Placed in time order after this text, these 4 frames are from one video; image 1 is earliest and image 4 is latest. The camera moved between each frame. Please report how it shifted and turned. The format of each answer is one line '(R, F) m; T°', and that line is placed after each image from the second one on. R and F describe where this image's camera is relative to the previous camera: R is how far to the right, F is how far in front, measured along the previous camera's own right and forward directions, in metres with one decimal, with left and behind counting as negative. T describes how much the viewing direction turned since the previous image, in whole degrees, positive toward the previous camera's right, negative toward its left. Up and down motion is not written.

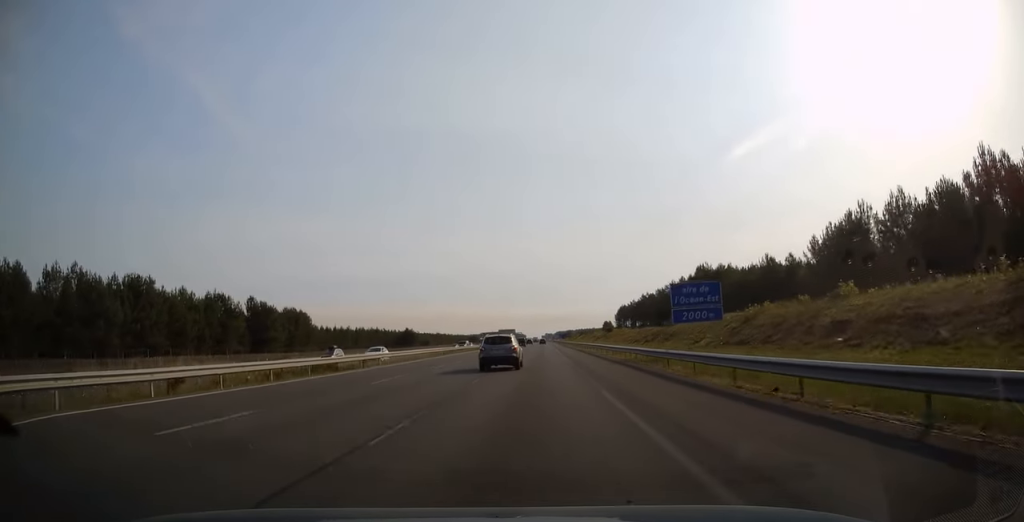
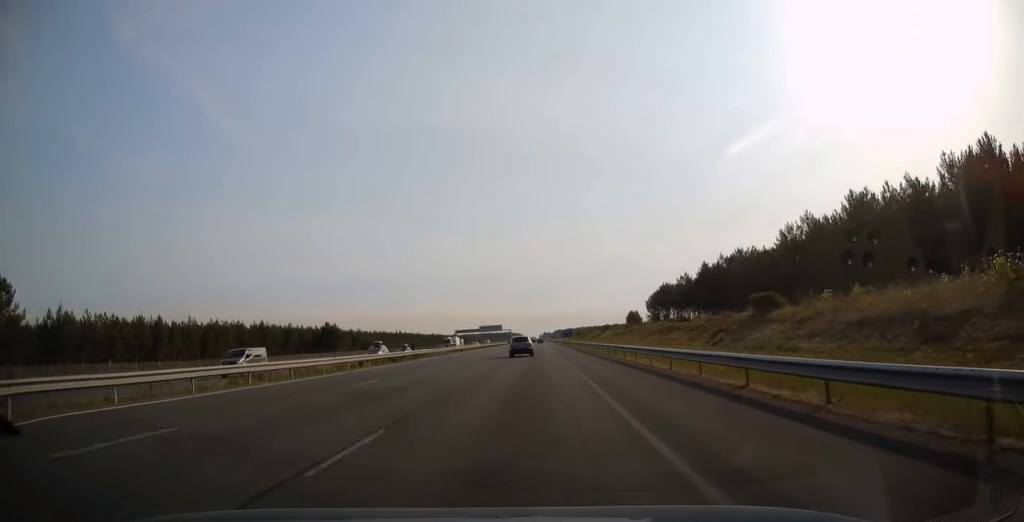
(+0.4, +93.7) m; 0°
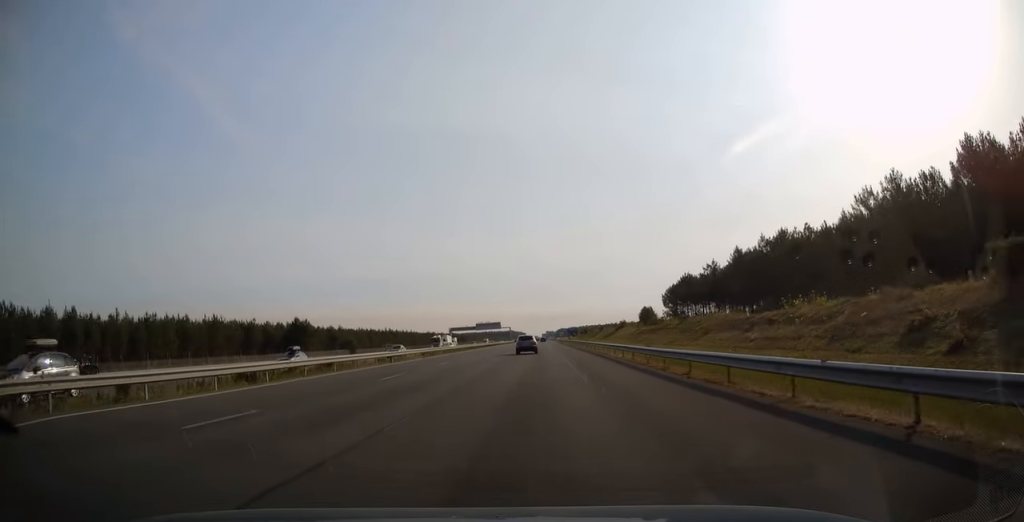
(-0.2, +22.7) m; 0°
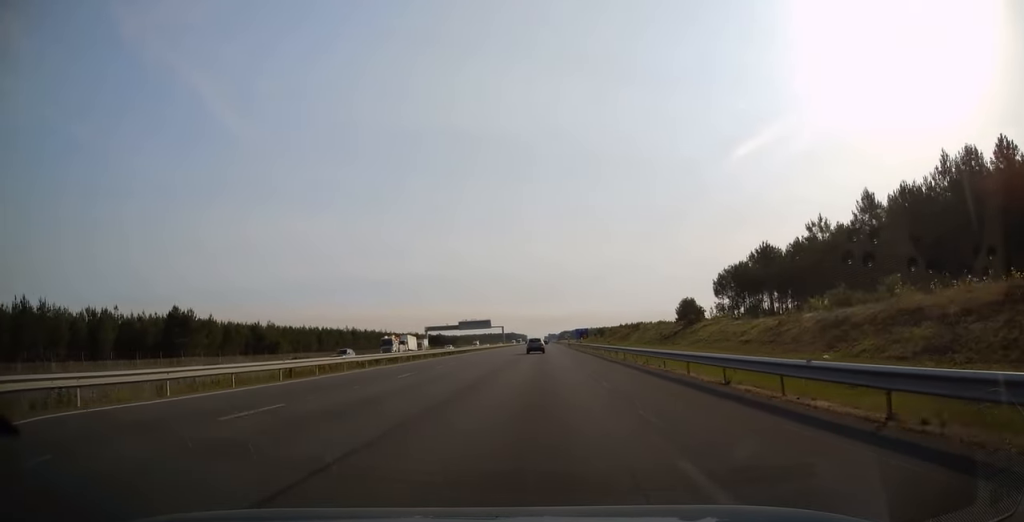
(+0.2, +51.3) m; +1°
